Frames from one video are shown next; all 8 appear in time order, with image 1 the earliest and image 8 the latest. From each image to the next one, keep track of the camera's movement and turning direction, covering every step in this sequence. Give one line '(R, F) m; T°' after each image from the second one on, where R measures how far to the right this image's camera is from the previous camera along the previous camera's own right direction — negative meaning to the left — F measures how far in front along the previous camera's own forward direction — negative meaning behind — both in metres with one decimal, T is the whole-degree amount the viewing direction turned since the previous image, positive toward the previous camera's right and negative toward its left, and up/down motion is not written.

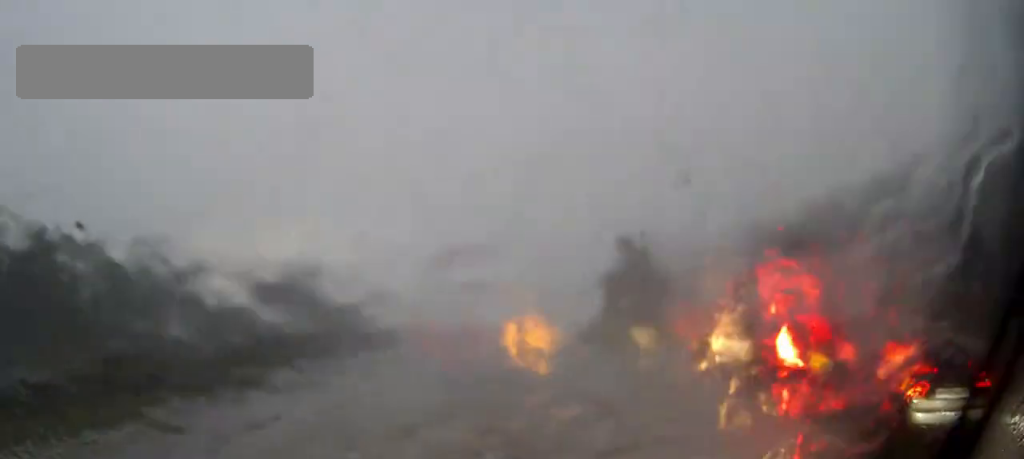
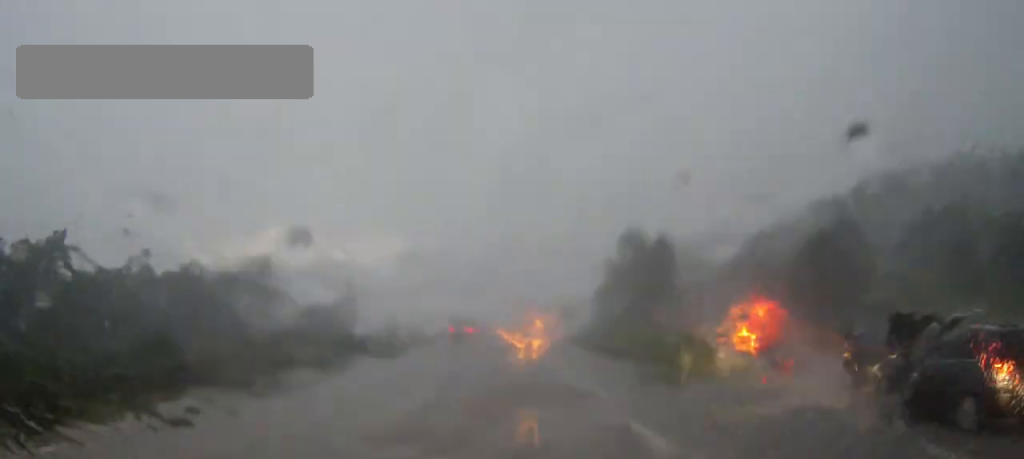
(+0.1, +15.3) m; +1°
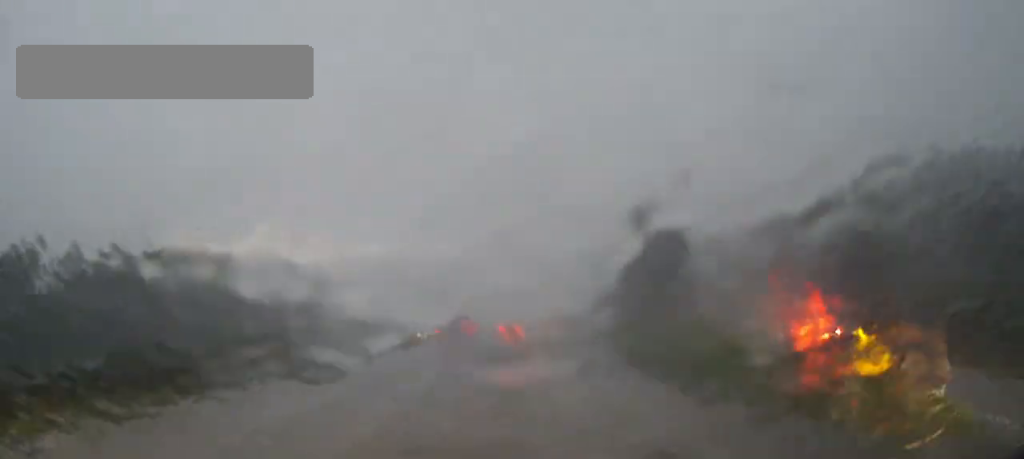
(+0.1, +12.3) m; 0°
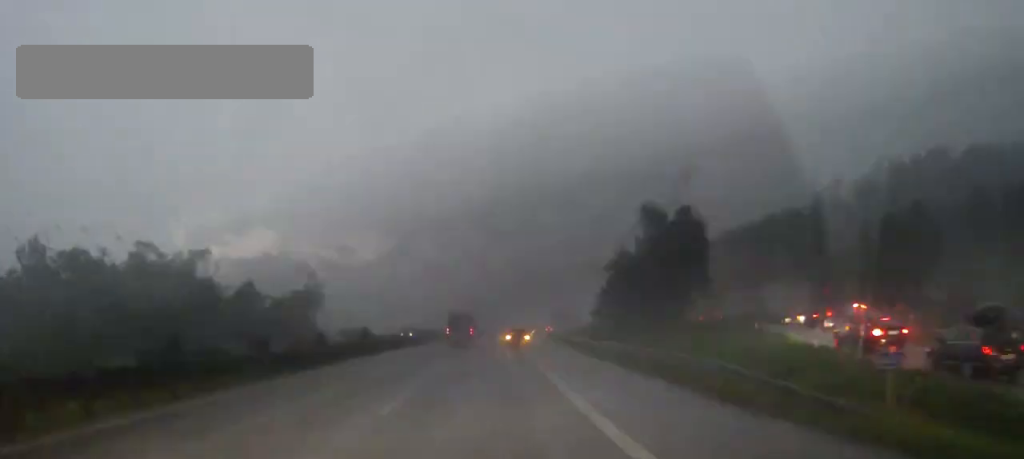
(0.0, +6.7) m; 0°
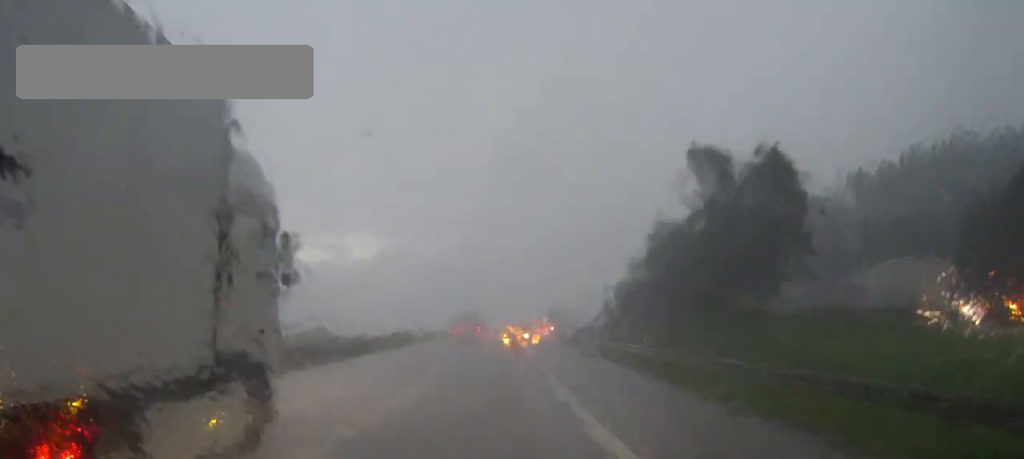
(+0.1, +26.0) m; 0°
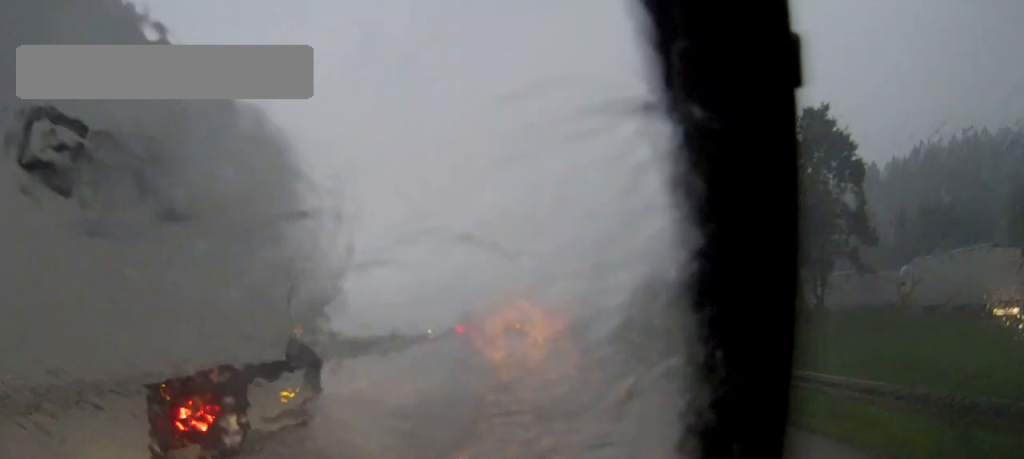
(0.0, +8.3) m; 0°
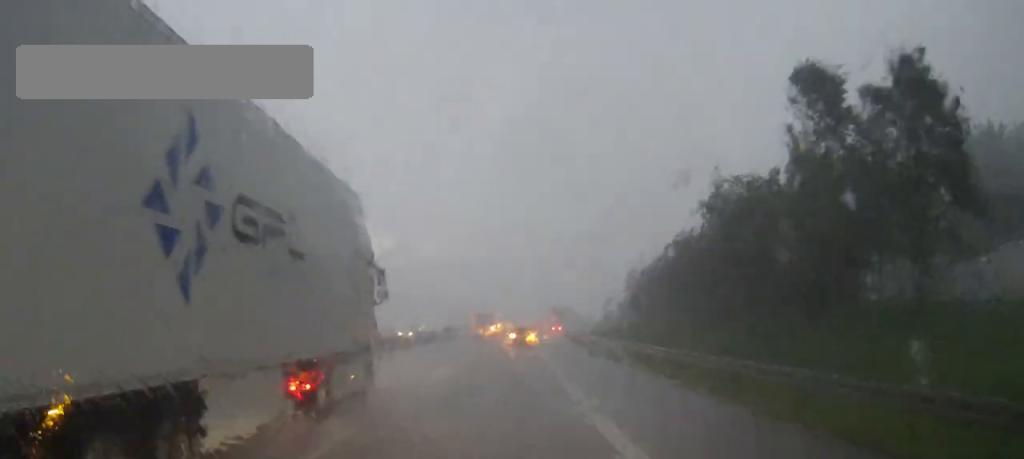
(+0.1, +10.5) m; 0°
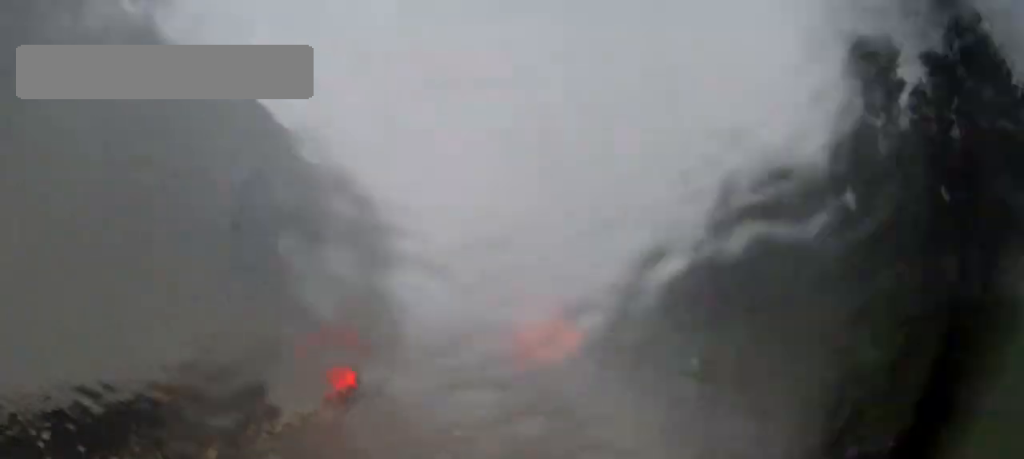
(0.0, +5.3) m; 0°
